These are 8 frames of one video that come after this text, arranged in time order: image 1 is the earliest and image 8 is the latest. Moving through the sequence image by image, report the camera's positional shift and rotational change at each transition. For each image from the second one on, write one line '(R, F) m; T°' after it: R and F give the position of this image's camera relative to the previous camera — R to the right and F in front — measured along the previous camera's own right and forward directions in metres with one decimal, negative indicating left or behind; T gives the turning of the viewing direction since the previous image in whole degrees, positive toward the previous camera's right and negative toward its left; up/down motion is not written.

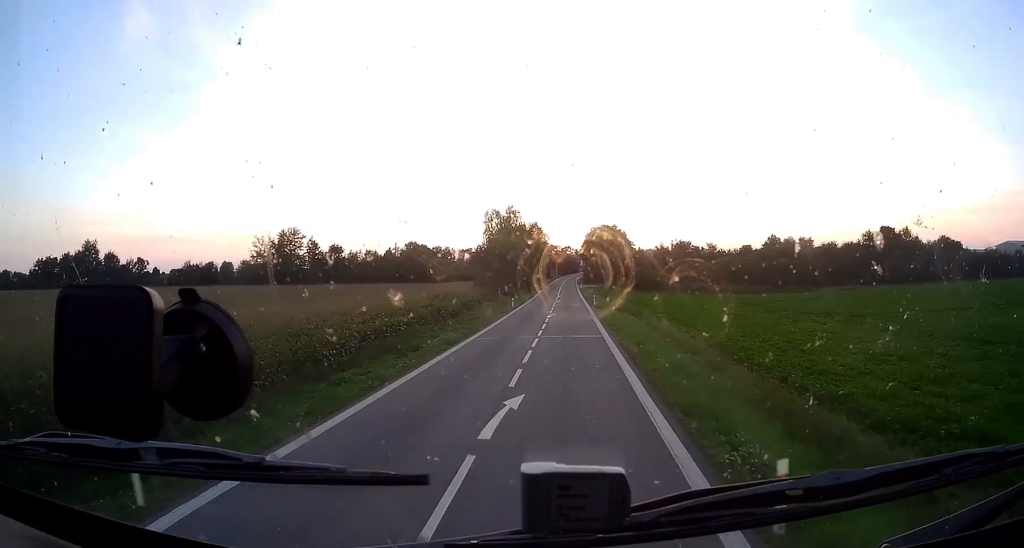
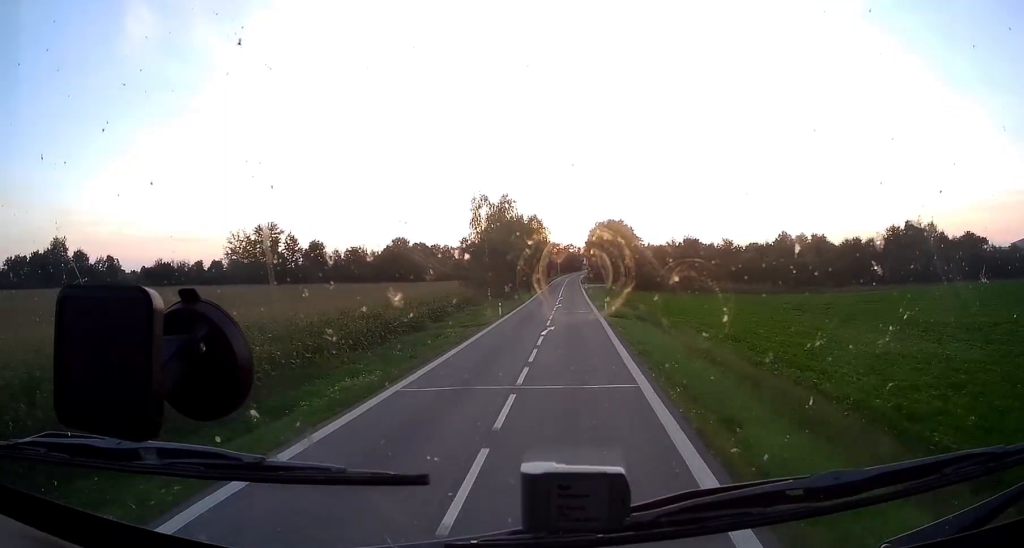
(-0.1, +13.0) m; 0°
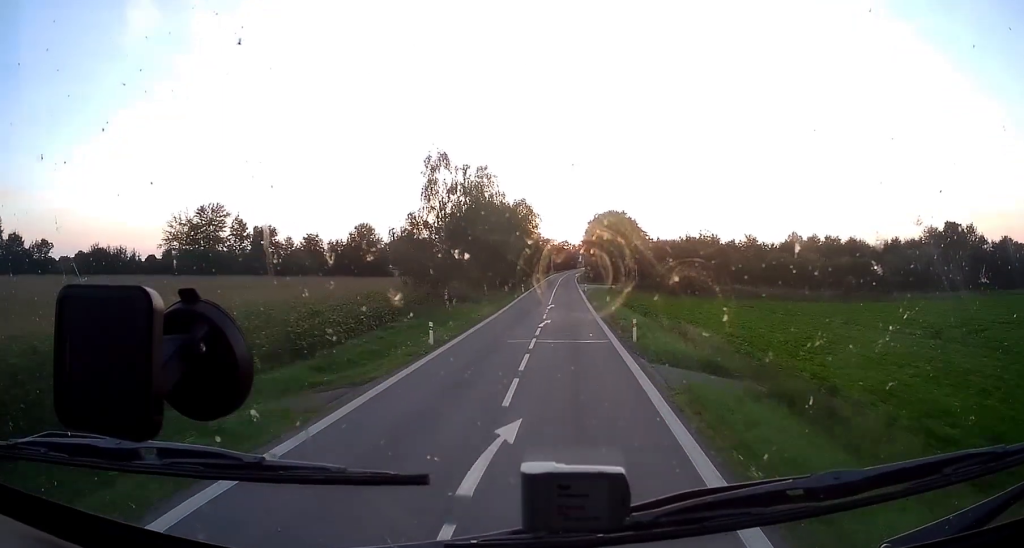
(+0.3, +20.4) m; +1°
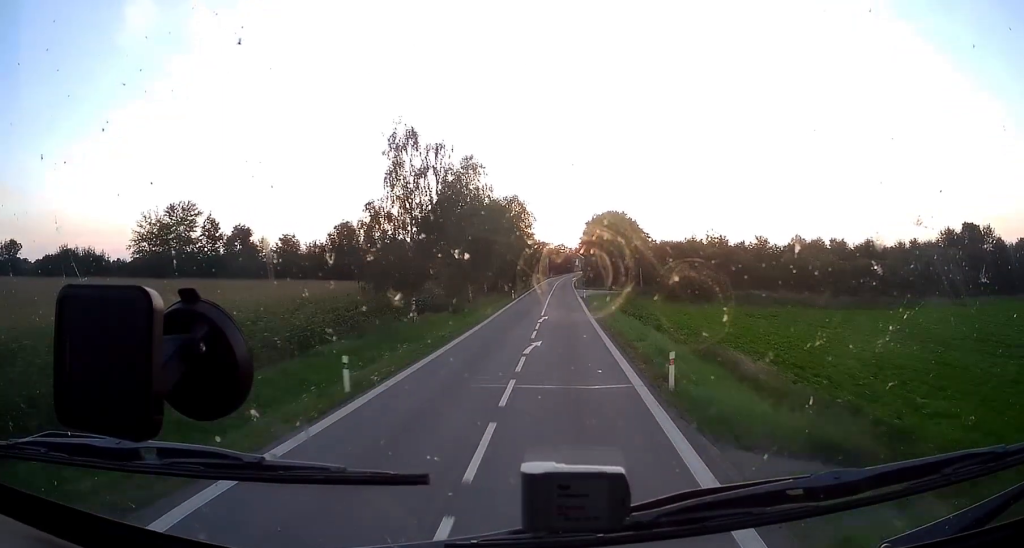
(+0.4, +8.3) m; -1°
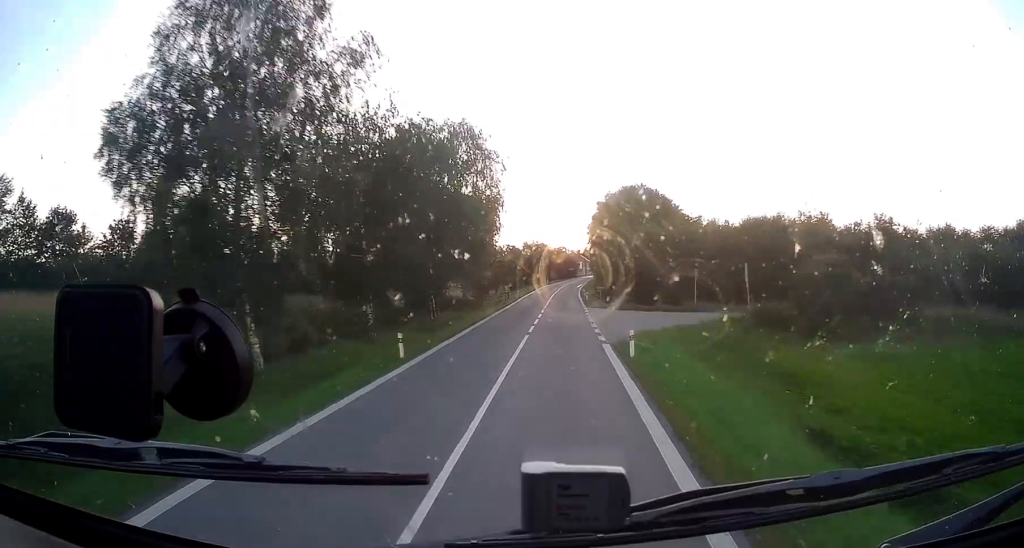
(-1.2, +42.5) m; -3°
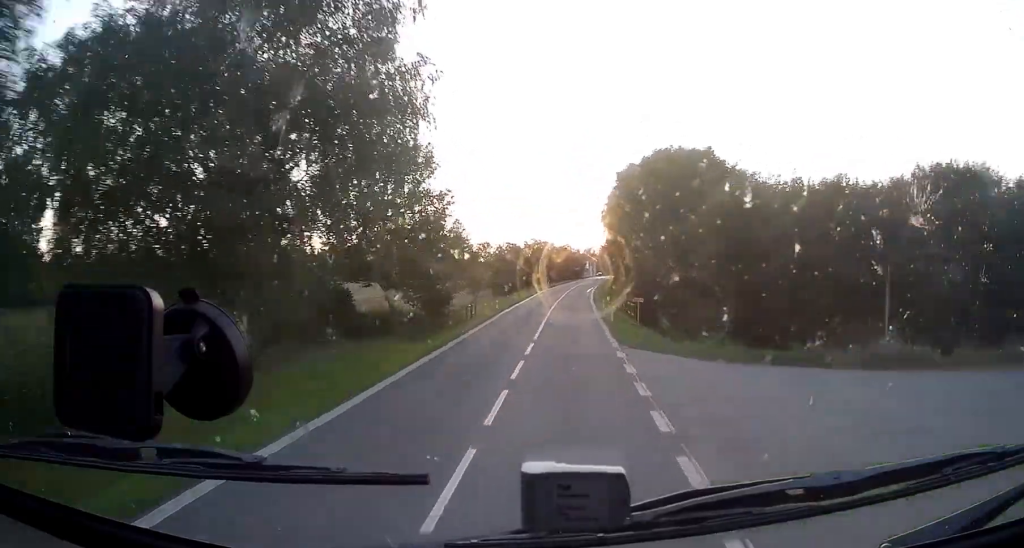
(-0.9, +25.9) m; +1°
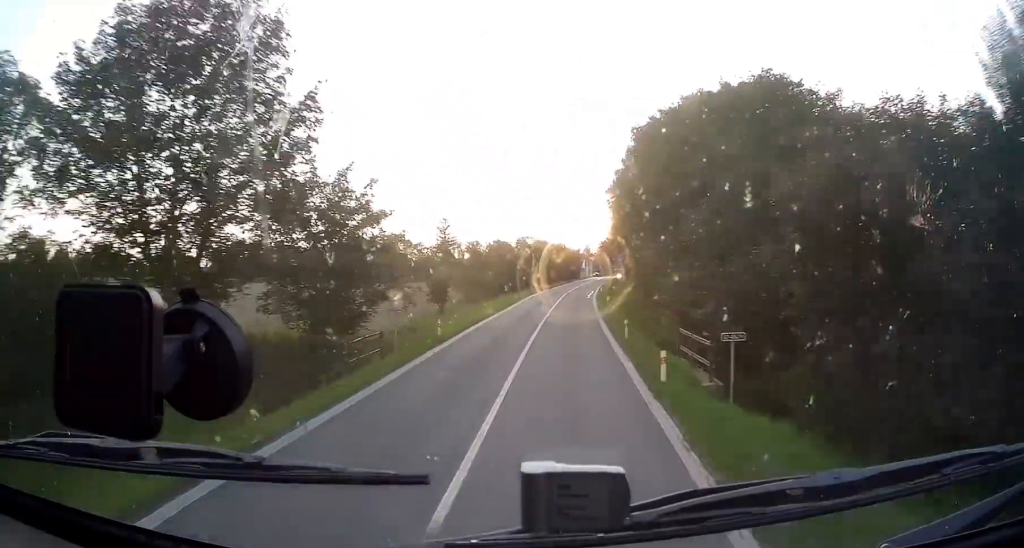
(+1.2, +18.4) m; +6°
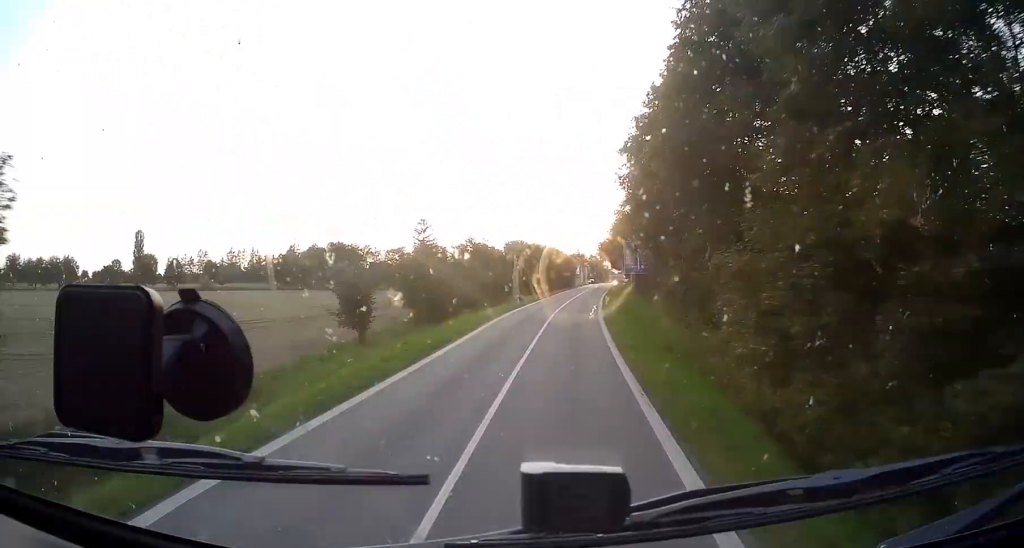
(+1.0, +20.2) m; -1°
